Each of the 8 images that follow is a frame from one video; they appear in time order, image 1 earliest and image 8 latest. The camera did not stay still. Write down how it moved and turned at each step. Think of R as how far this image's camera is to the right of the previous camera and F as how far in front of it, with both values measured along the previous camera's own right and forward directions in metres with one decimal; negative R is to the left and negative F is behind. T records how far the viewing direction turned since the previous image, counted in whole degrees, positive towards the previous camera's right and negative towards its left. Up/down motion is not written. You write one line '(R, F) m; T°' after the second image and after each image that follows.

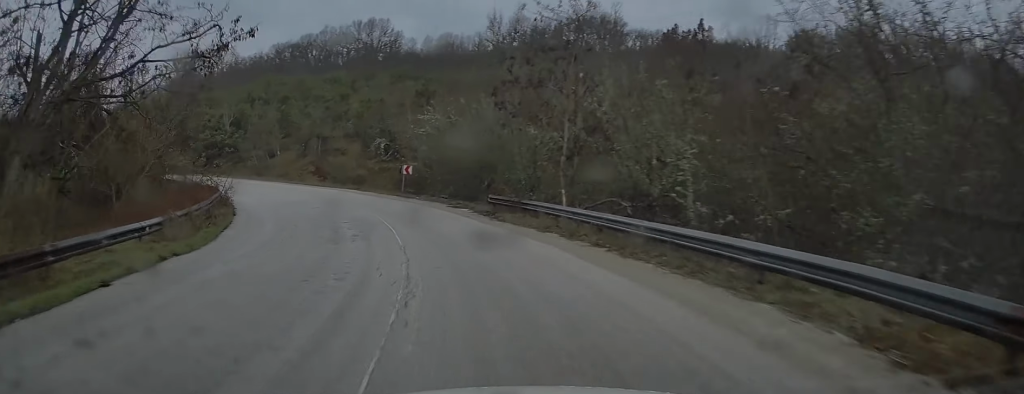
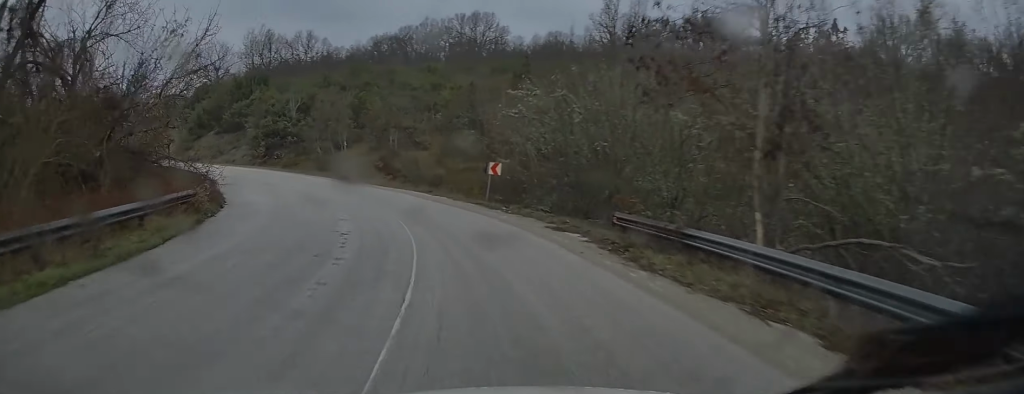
(-0.9, +8.3) m; -10°
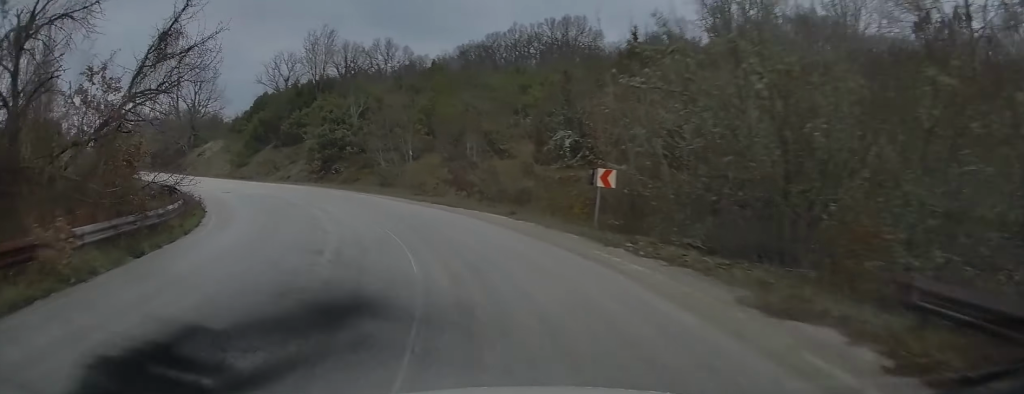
(-0.5, +7.6) m; -9°
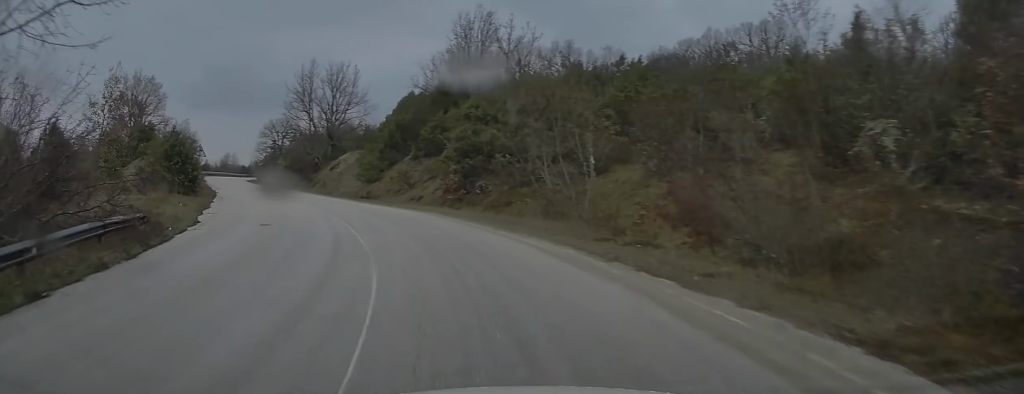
(-2.0, +13.3) m; -16°
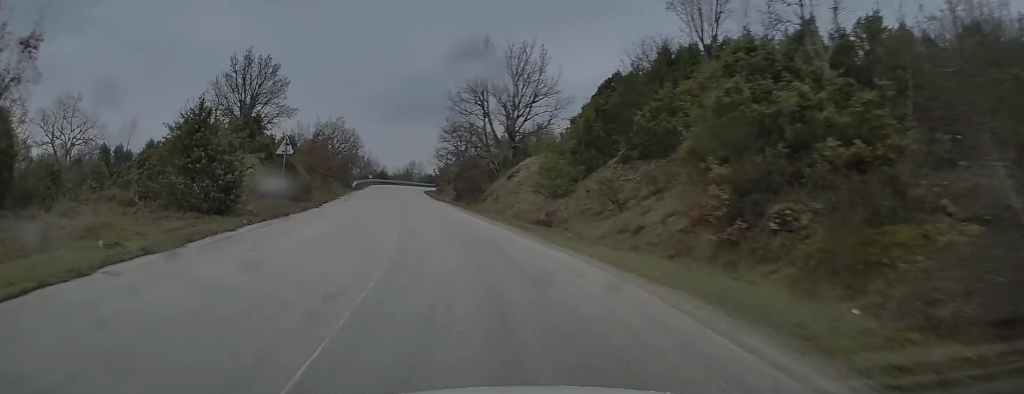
(-2.4, +15.5) m; -16°
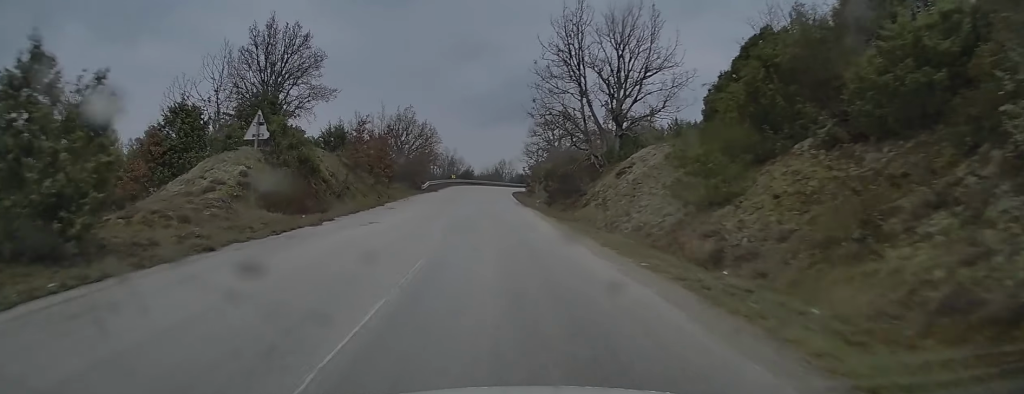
(-1.0, +11.8) m; -9°
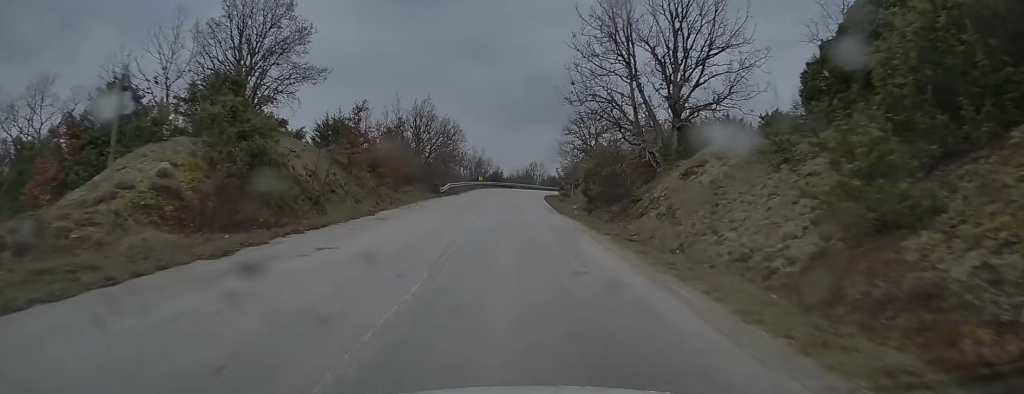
(-0.3, +7.9) m; -4°
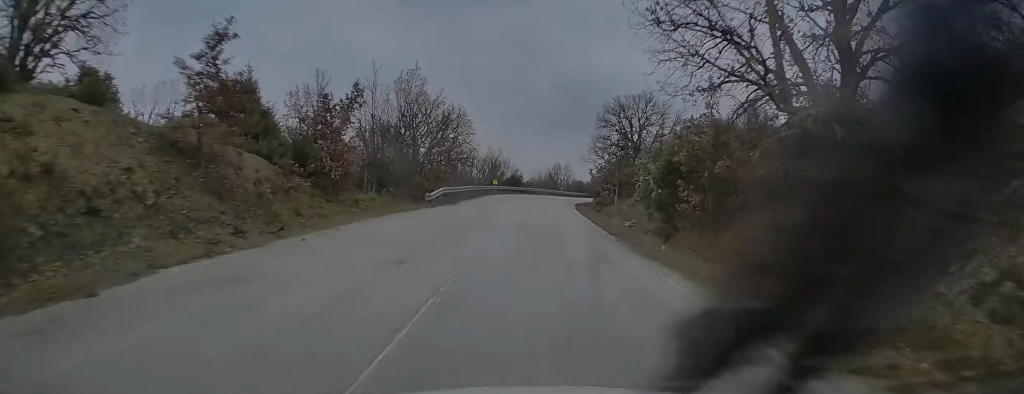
(-1.1, +16.8) m; -5°
